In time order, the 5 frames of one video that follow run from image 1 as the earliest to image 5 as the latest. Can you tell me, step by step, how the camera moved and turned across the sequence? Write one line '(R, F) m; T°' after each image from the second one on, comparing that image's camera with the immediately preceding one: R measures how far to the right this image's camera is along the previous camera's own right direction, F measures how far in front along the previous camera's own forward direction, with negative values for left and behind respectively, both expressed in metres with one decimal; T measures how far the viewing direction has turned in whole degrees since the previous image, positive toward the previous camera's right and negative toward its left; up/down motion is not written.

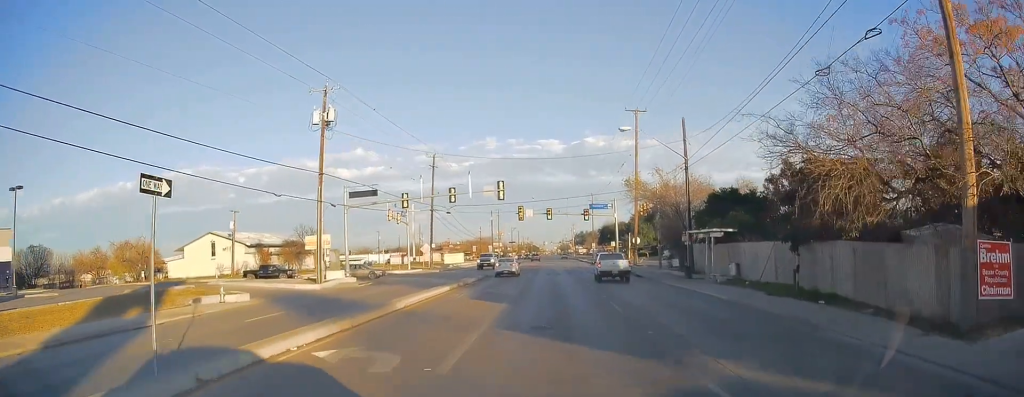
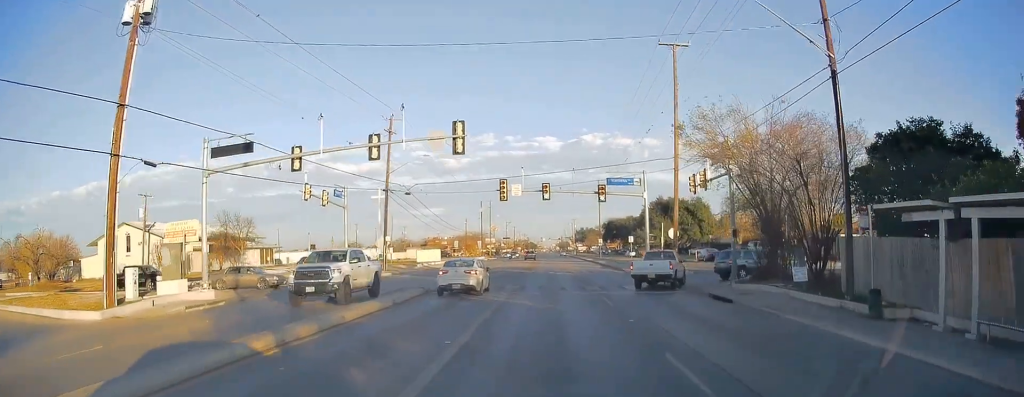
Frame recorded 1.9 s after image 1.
(+0.4, +21.2) m; +1°
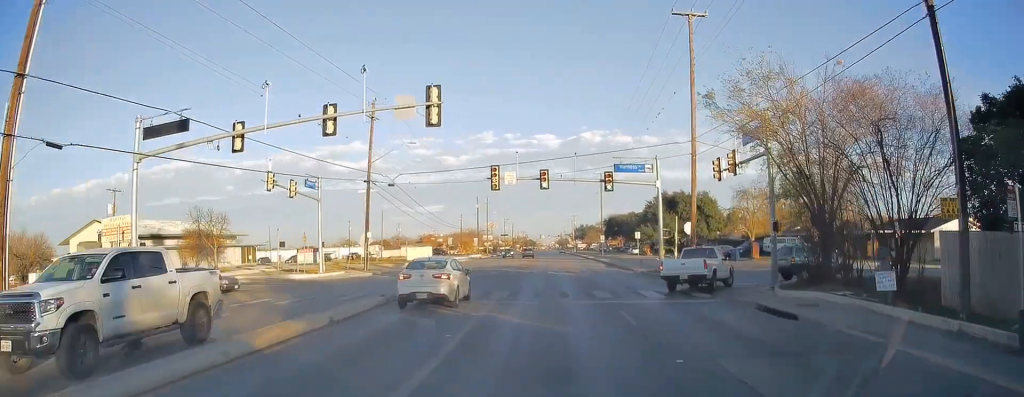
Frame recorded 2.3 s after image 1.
(-0.1, +5.7) m; 0°
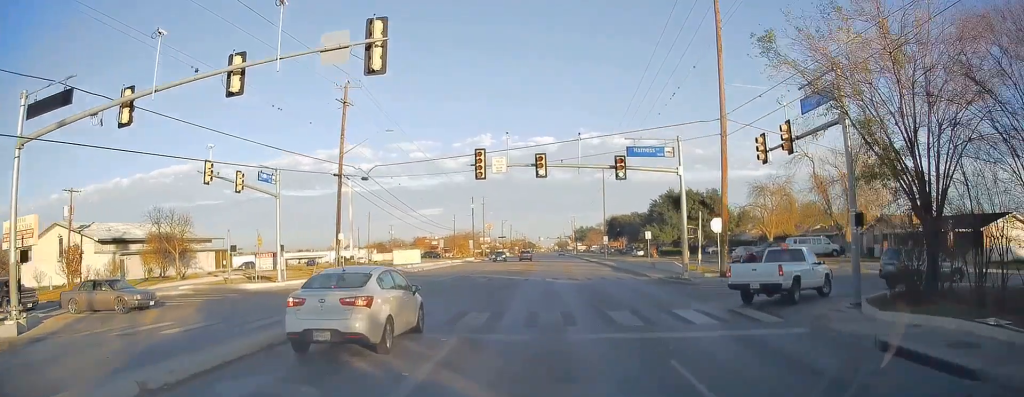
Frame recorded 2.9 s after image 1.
(-0.1, +7.0) m; 0°
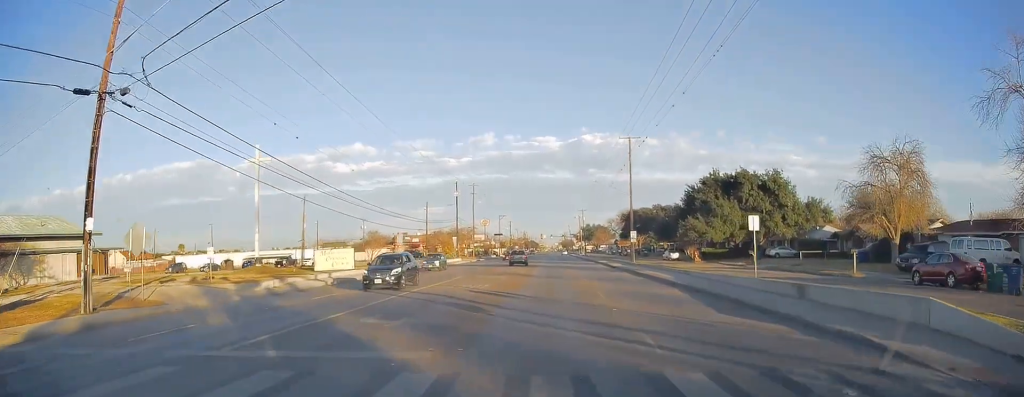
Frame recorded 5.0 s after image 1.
(-0.5, +27.6) m; -1°
